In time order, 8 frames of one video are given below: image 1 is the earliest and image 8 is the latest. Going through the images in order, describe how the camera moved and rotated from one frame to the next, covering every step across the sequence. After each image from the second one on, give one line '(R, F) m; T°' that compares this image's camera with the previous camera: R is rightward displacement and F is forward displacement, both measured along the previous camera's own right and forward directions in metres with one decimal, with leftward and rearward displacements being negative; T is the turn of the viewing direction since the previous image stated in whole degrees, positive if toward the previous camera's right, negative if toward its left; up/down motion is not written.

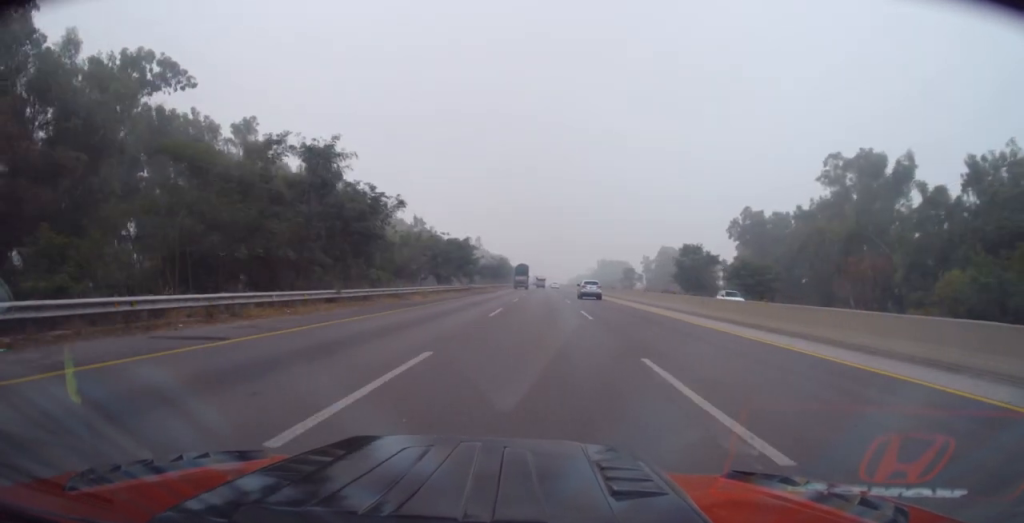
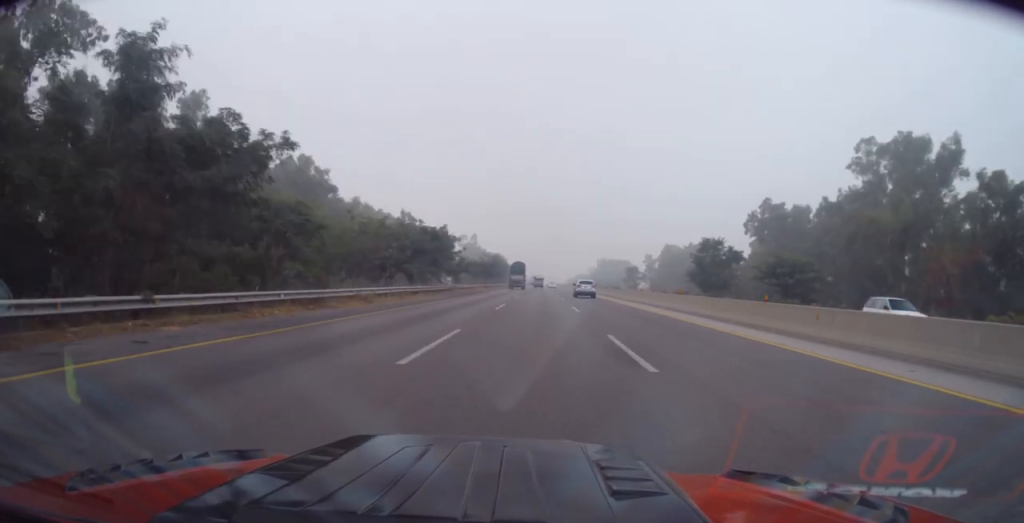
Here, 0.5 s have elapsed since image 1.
(0.0, +13.4) m; 0°
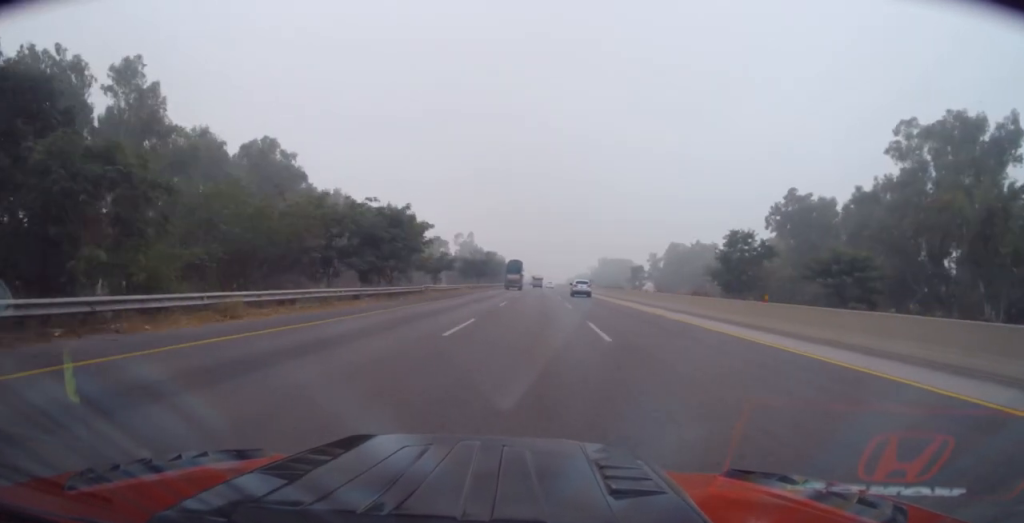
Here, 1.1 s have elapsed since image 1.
(+0.1, +13.4) m; 0°
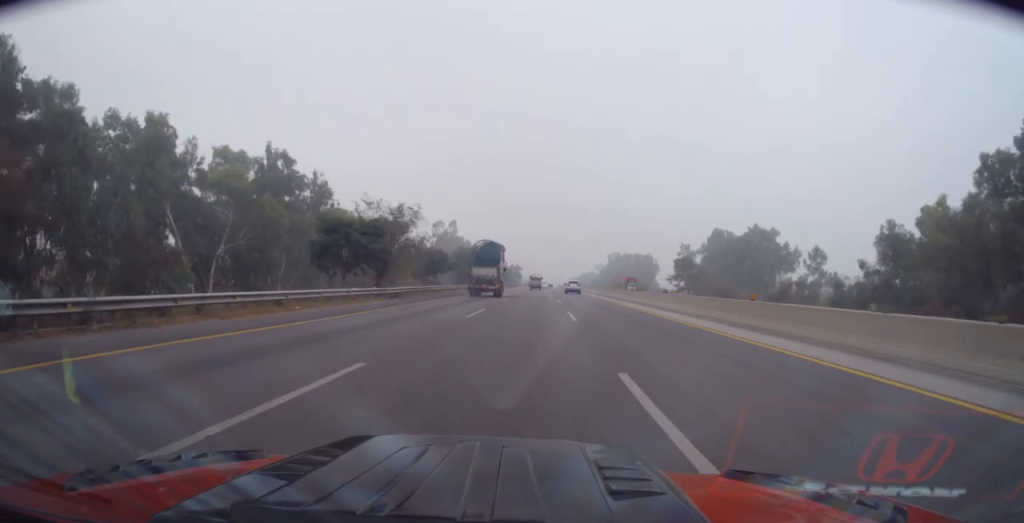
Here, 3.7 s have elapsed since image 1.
(-1.7, +65.8) m; -1°
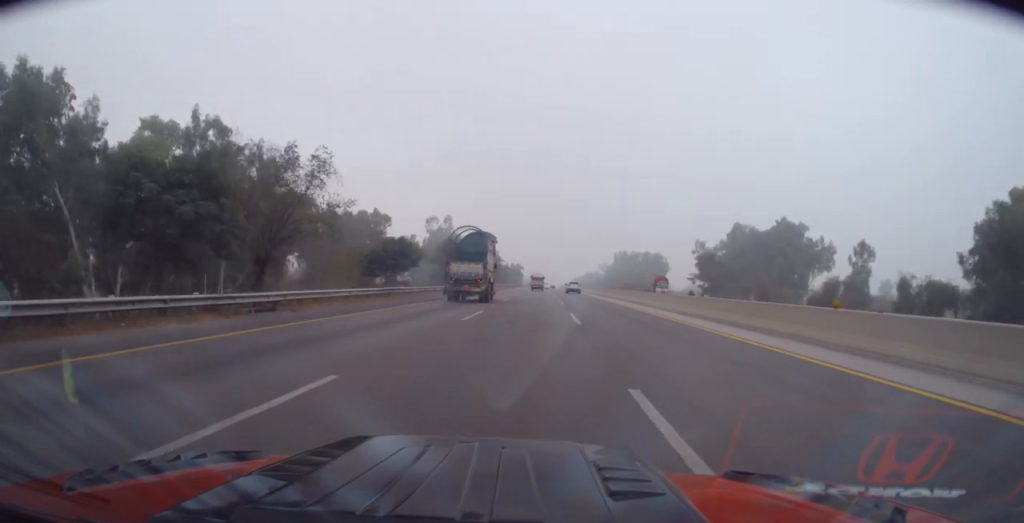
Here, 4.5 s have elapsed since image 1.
(+0.3, +19.0) m; +1°
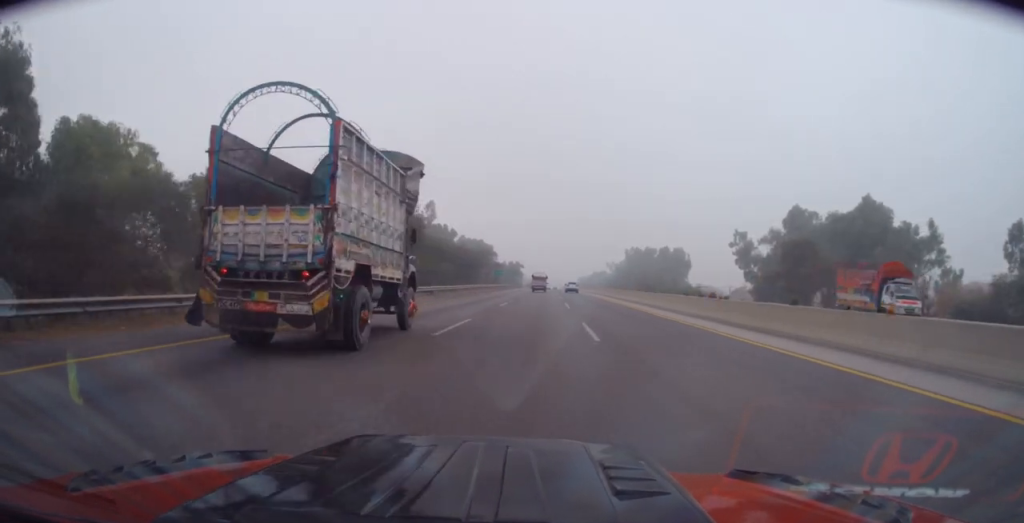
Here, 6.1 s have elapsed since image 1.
(0.0, +41.4) m; 0°
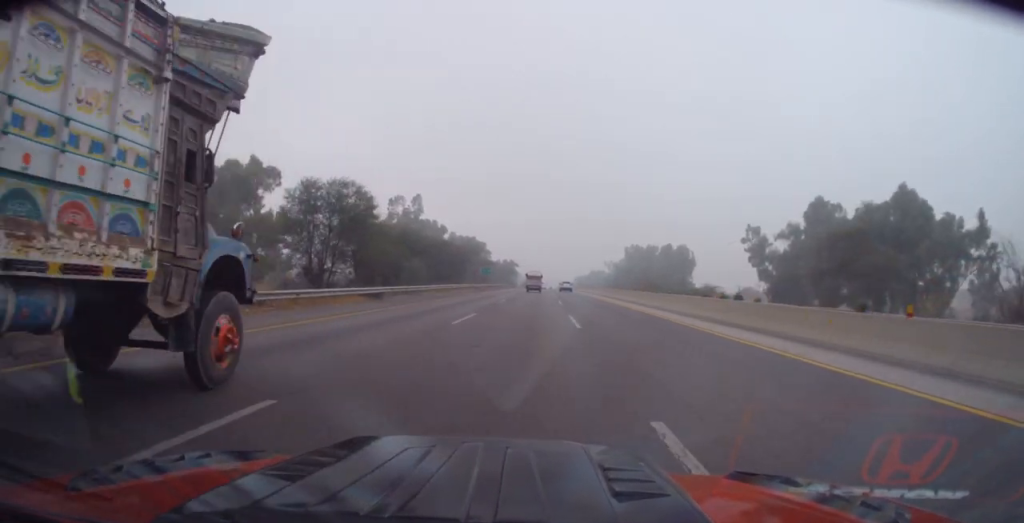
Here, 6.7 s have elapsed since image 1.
(-0.1, +14.1) m; 0°
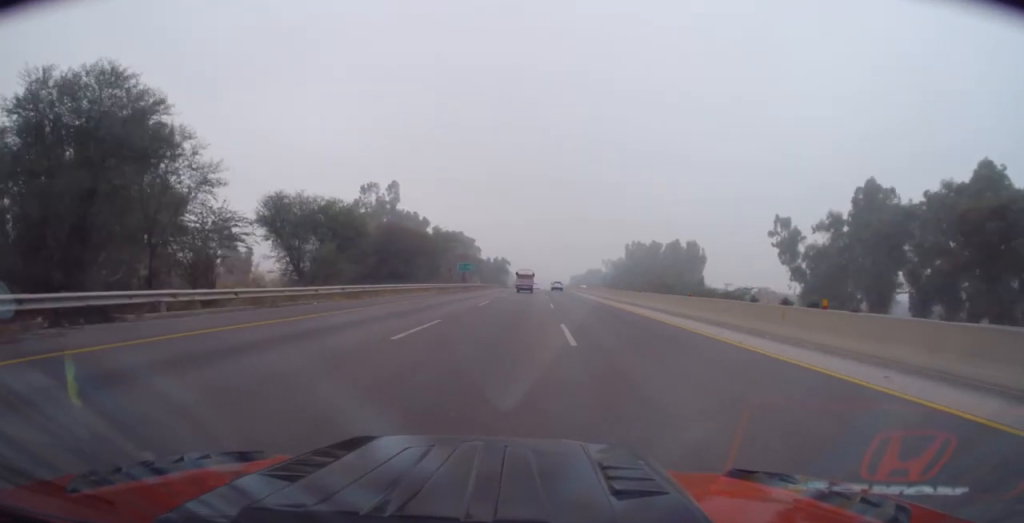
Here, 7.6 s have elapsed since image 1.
(-0.1, +23.2) m; 0°
